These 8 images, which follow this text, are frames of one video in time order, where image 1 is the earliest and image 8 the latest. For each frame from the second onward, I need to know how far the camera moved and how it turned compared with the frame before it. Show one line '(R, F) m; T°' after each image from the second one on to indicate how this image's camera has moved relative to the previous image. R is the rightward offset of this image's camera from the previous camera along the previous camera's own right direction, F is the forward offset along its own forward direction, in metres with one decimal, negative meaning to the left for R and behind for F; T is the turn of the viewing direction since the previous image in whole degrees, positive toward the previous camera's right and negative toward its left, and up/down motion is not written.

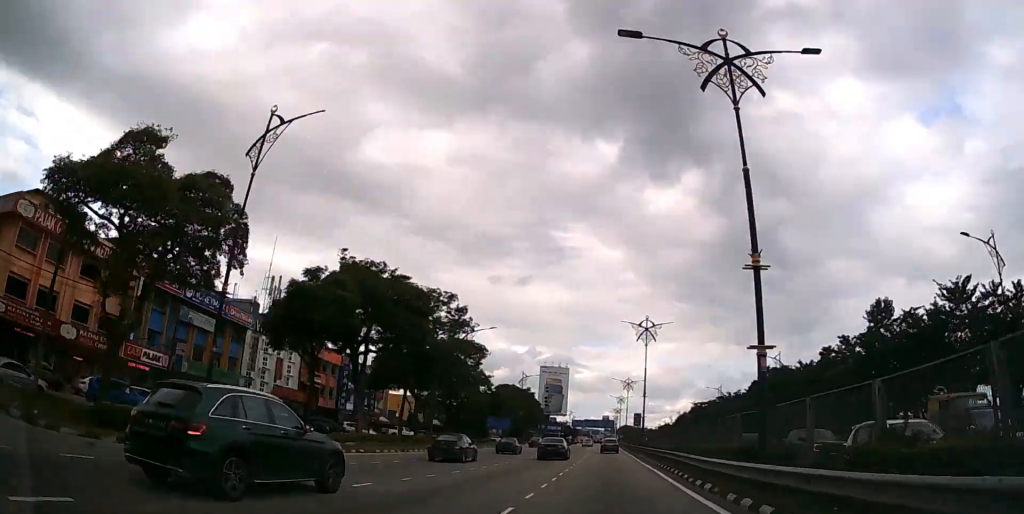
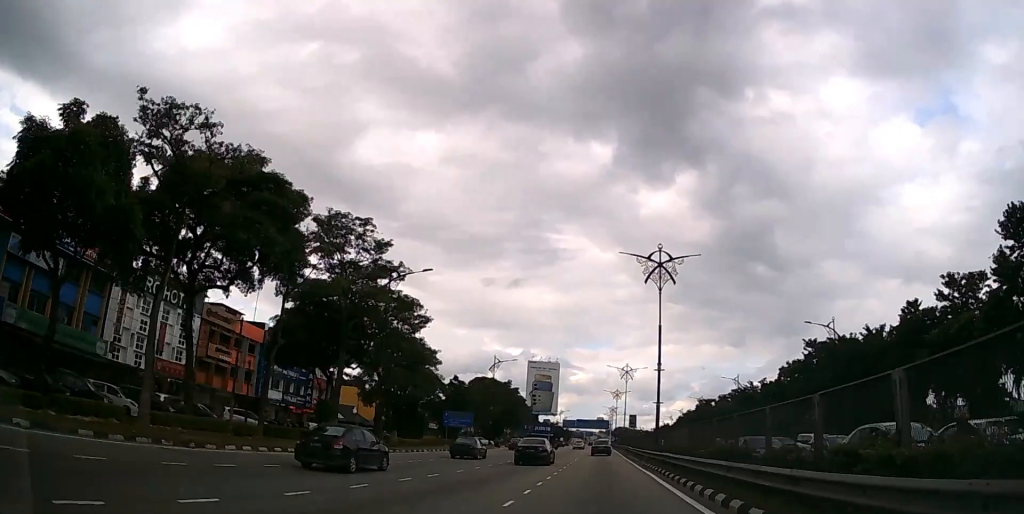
(+0.2, +20.5) m; +1°
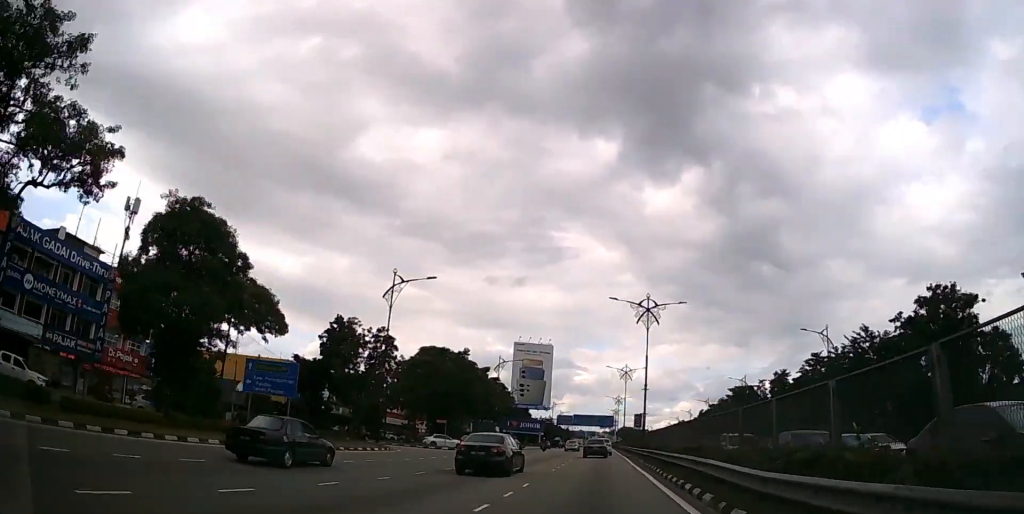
(+0.3, +39.5) m; 0°
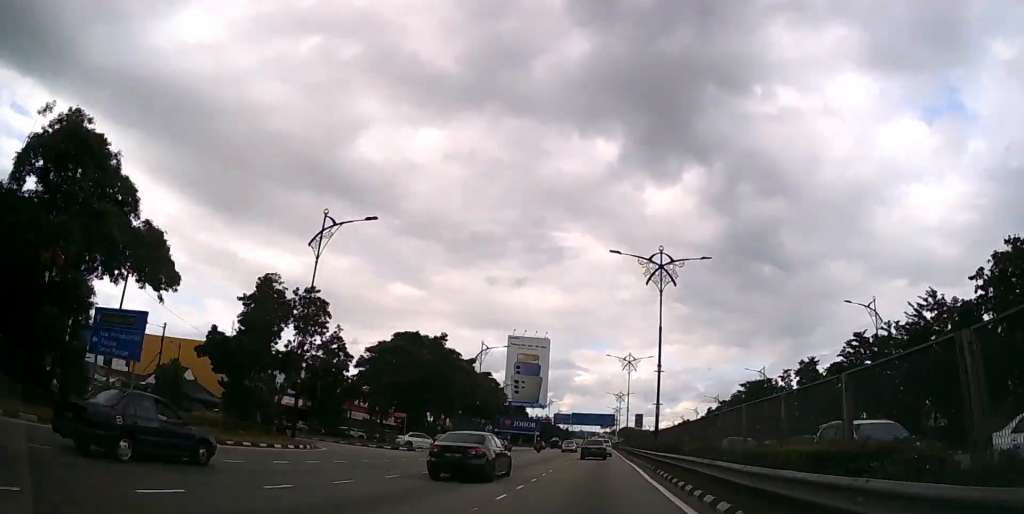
(0.0, +11.5) m; 0°
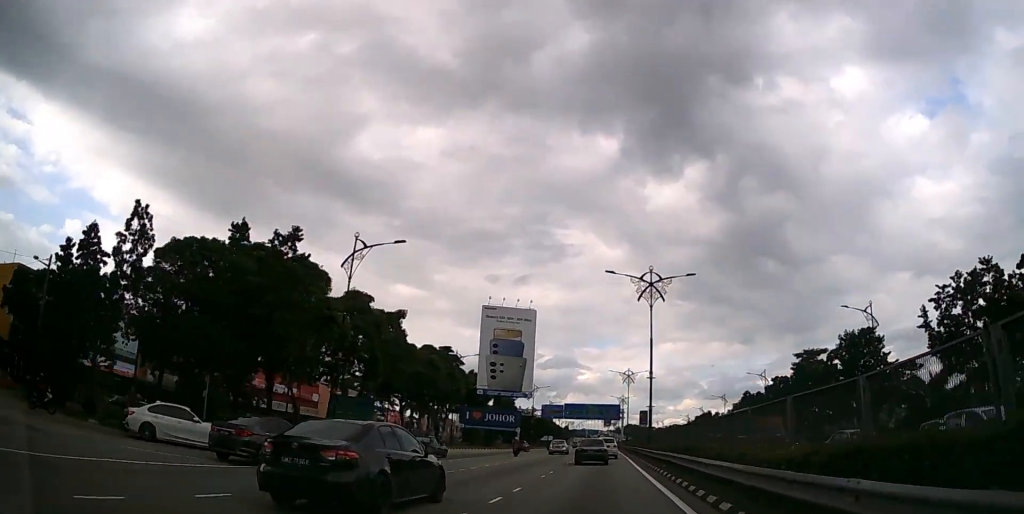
(-0.2, +35.7) m; 0°
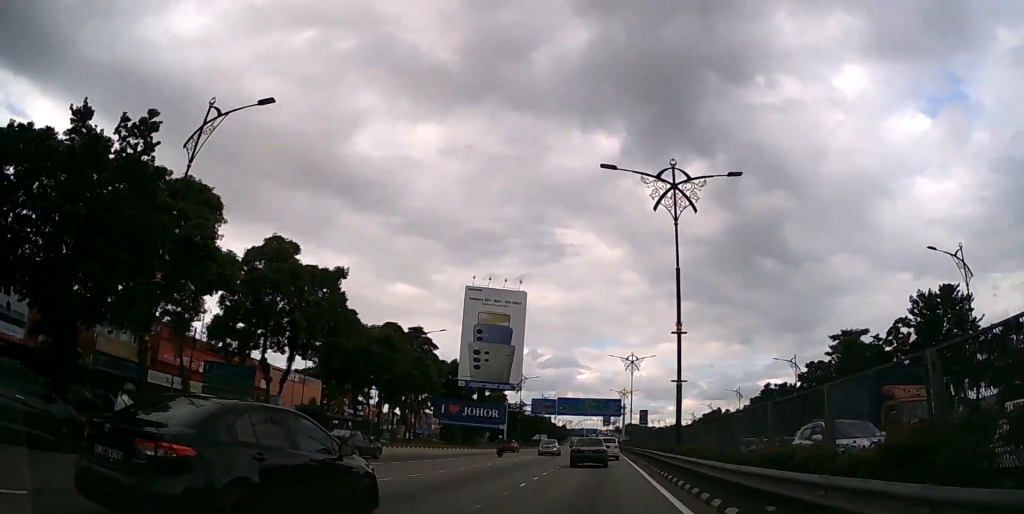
(0.0, +16.1) m; 0°
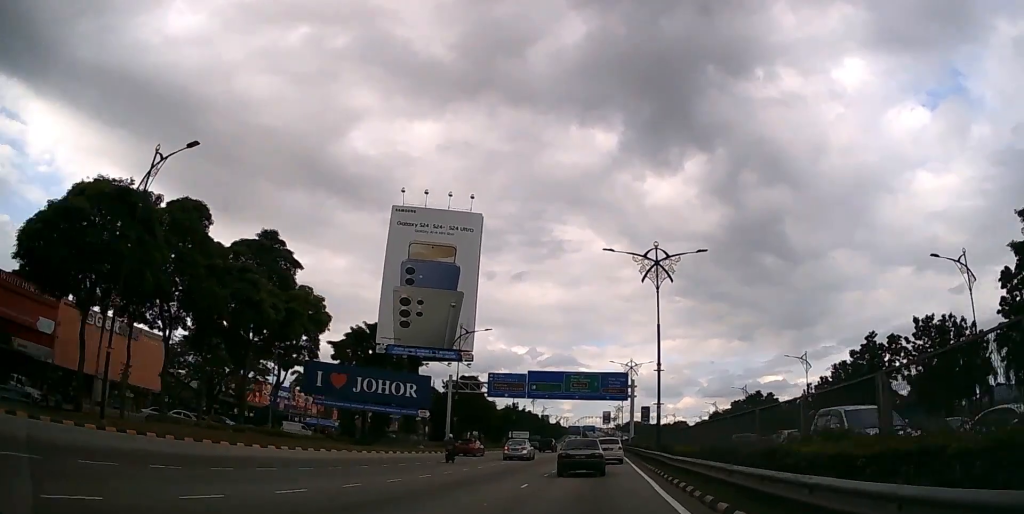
(0.0, +39.6) m; 0°
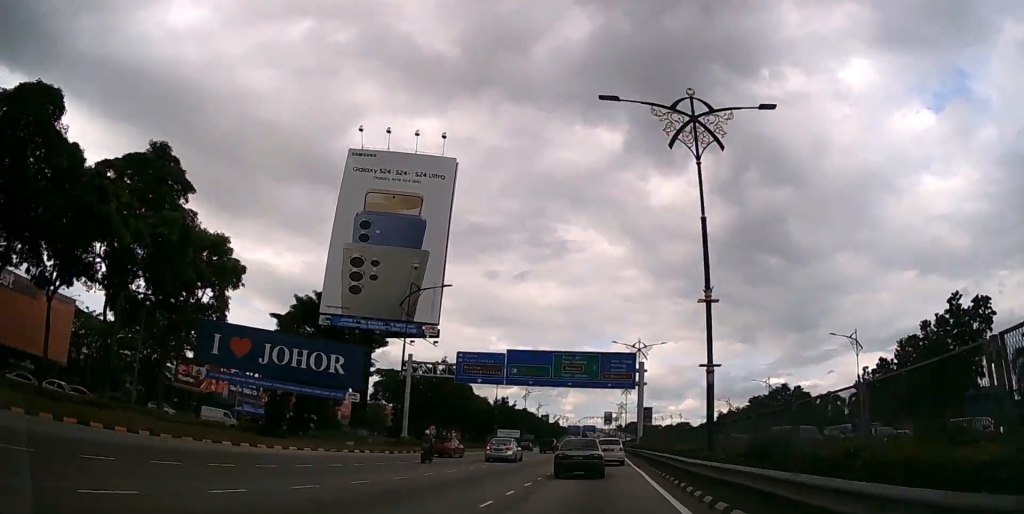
(0.0, +15.7) m; 0°
